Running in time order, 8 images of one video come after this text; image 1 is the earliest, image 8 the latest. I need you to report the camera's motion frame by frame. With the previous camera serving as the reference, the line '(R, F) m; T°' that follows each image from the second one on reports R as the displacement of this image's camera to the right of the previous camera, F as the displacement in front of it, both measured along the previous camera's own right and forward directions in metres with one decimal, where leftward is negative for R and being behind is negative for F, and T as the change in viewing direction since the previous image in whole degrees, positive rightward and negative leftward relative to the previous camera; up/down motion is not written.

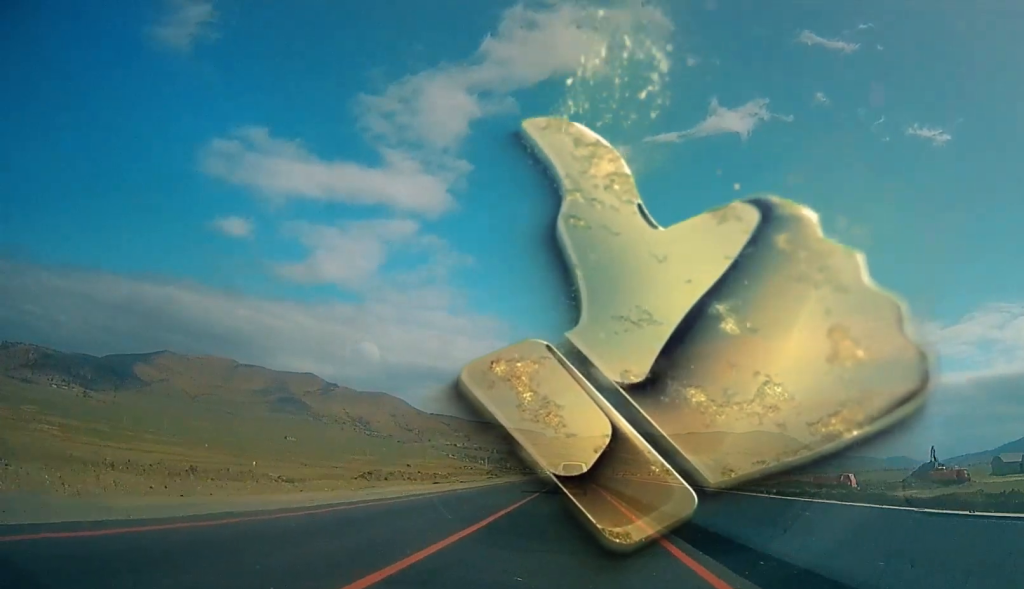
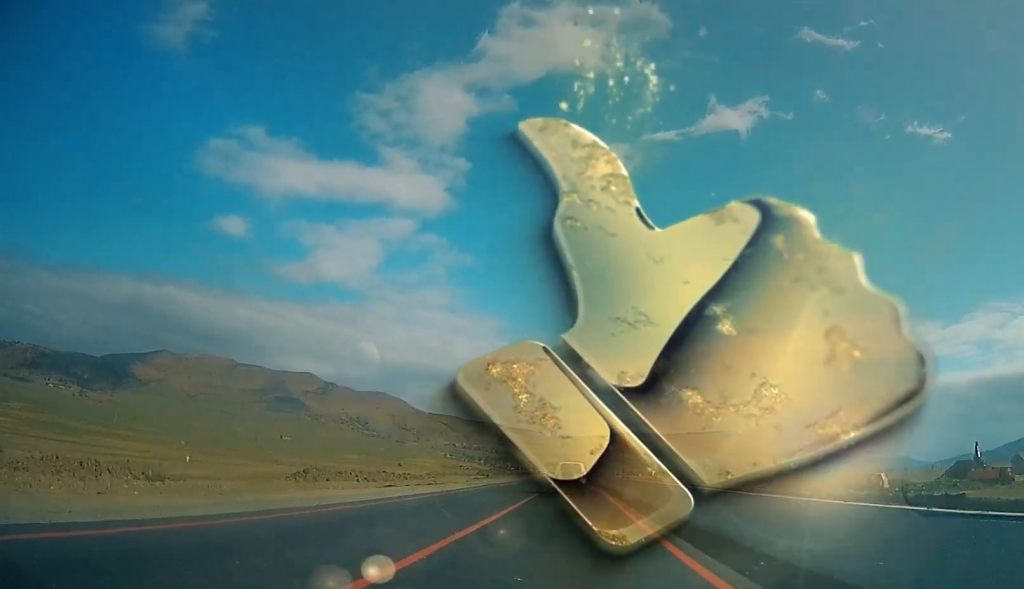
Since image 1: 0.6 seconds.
(0.0, +11.7) m; 0°
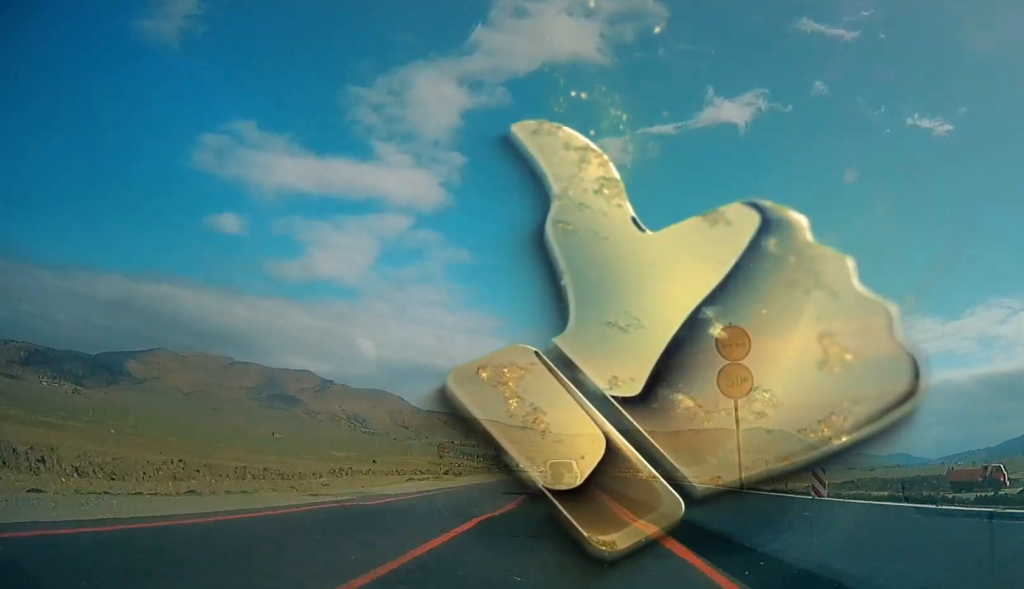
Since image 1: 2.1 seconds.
(0.0, +28.7) m; 0°
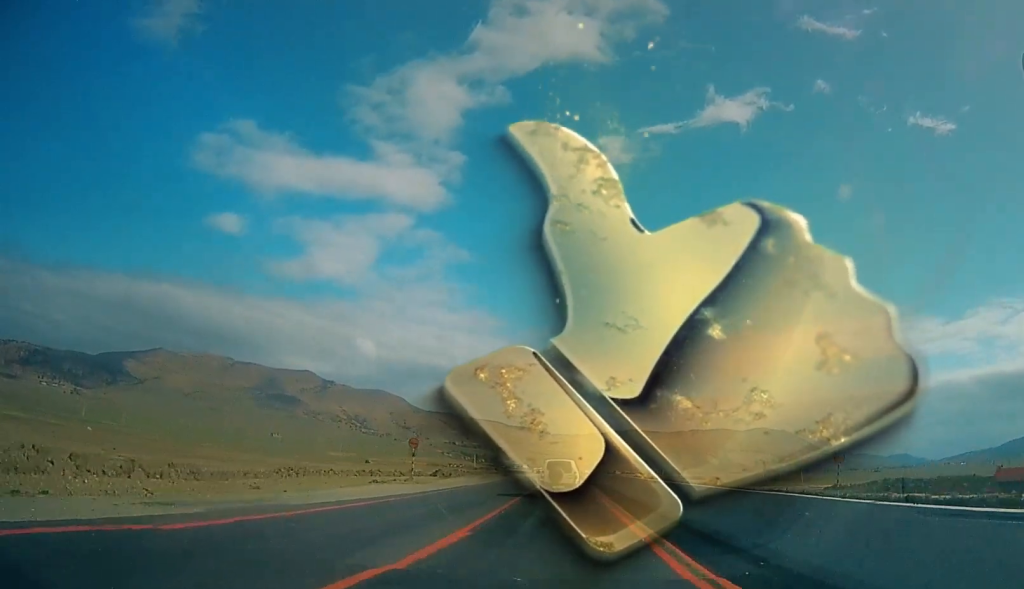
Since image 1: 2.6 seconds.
(0.0, +8.9) m; 0°
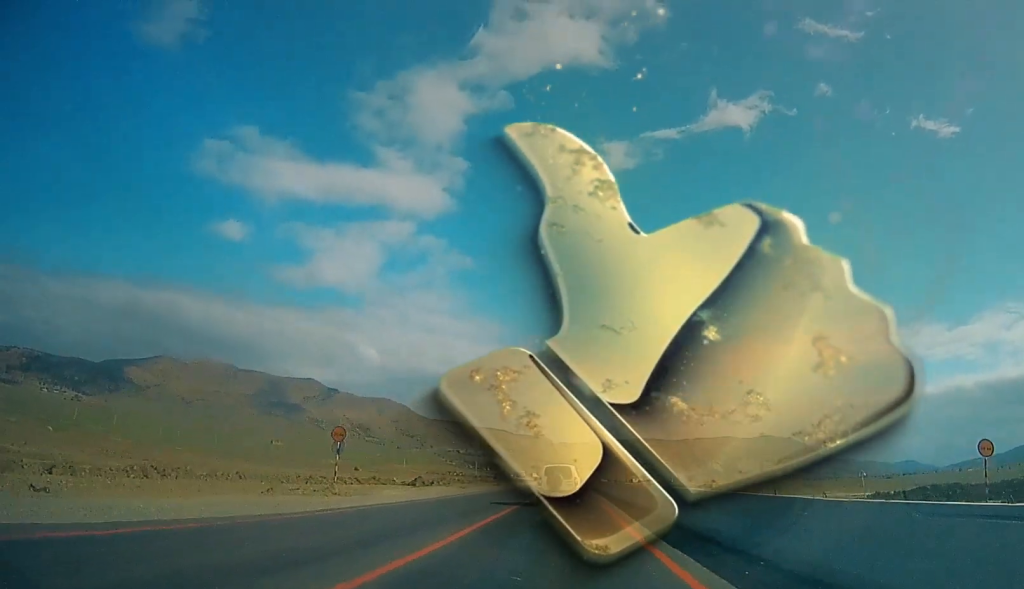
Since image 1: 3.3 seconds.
(0.0, +14.4) m; -1°
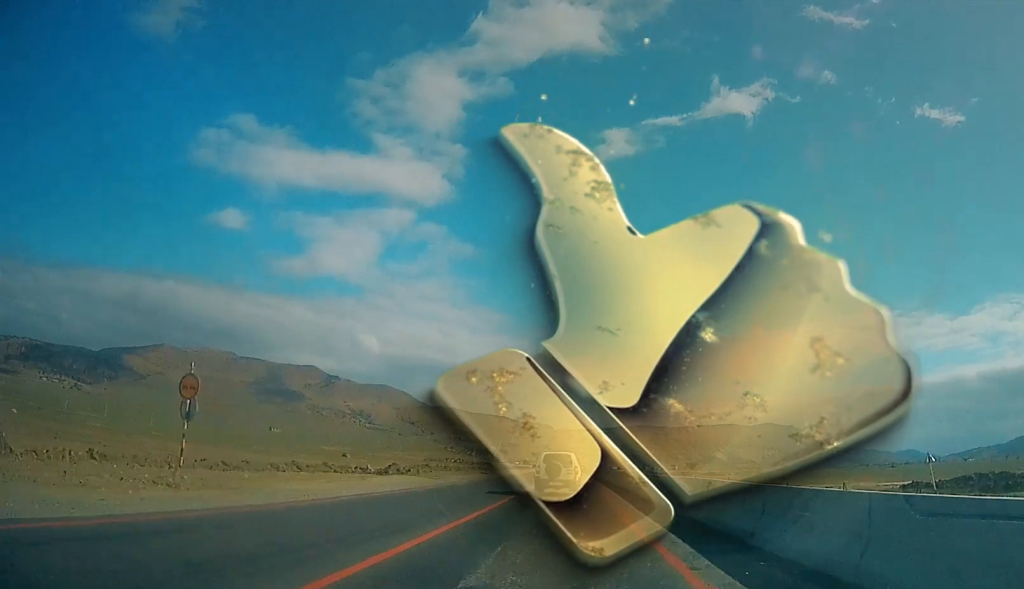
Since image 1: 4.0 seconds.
(0.0, +11.6) m; -1°
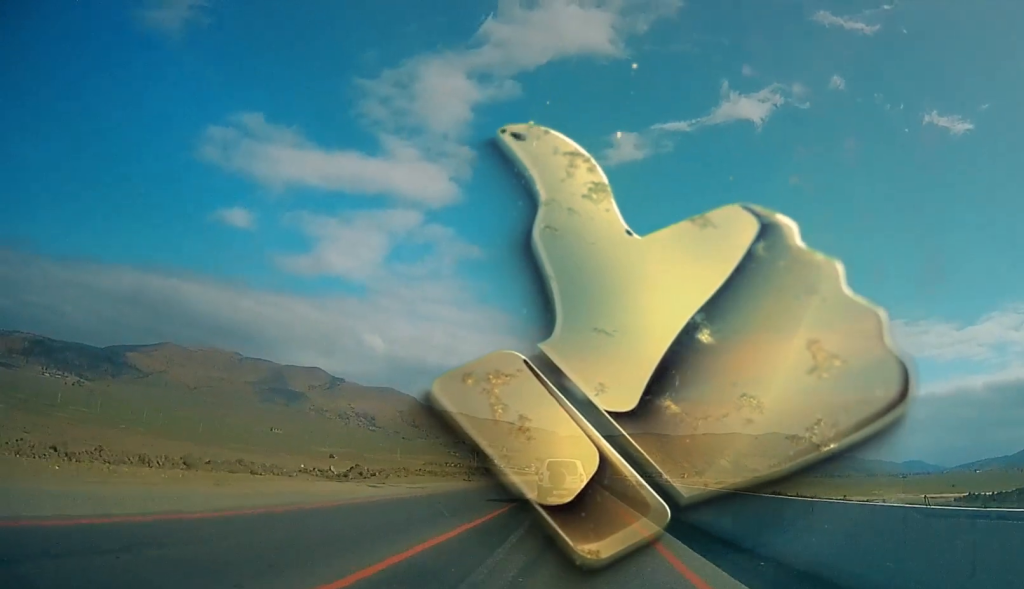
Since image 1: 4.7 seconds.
(-0.2, +13.1) m; -1°
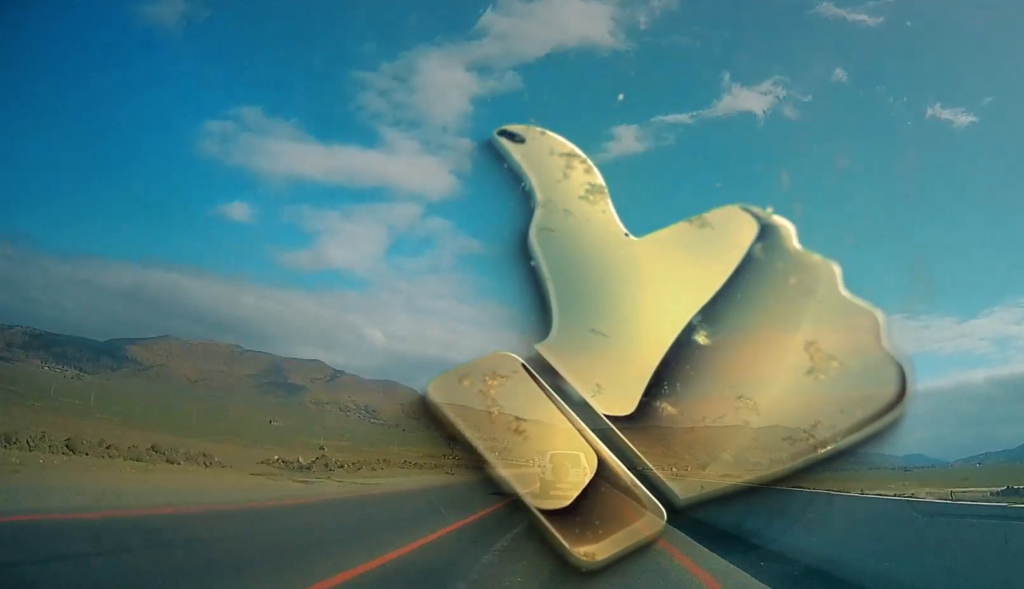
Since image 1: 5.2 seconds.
(0.0, +8.0) m; +2°
